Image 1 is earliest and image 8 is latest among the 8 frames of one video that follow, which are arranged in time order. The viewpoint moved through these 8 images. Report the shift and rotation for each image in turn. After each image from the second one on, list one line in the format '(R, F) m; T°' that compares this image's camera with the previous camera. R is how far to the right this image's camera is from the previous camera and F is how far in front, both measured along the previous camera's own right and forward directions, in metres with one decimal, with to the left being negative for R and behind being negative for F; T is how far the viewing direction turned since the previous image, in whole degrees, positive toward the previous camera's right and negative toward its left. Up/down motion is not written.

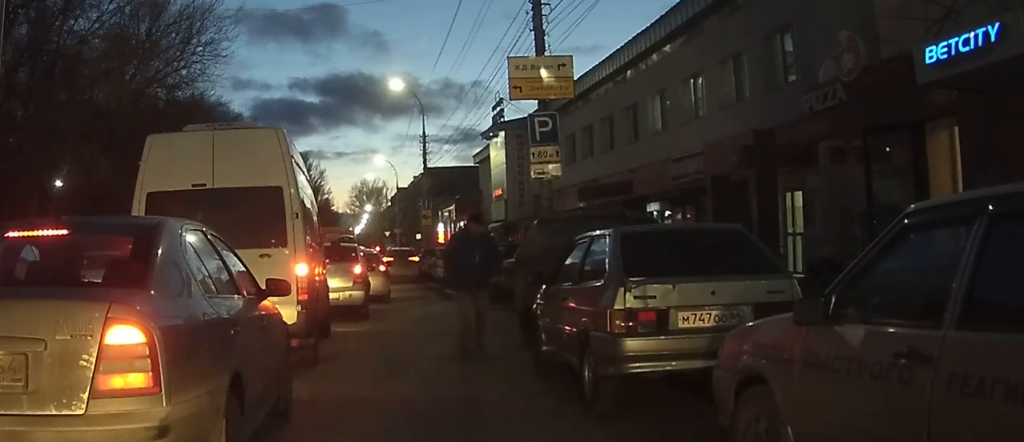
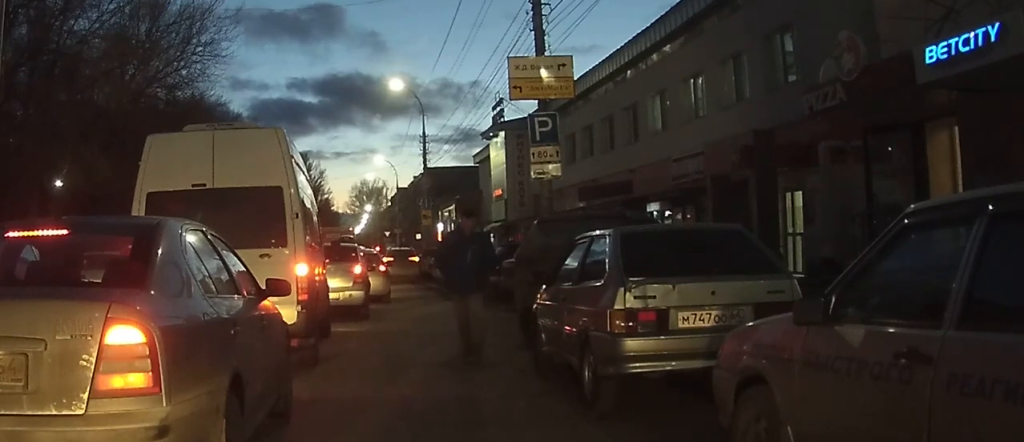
(0.0, +0.1) m; 0°
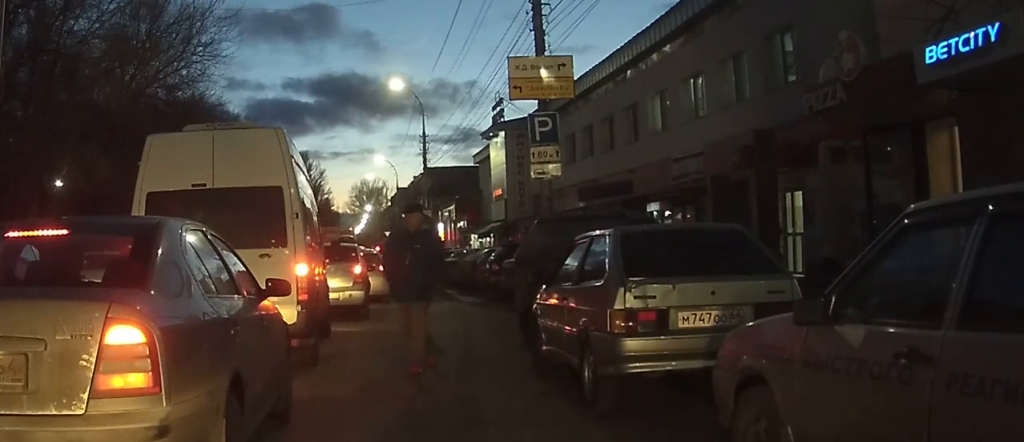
(-0.1, +0.3) m; 0°
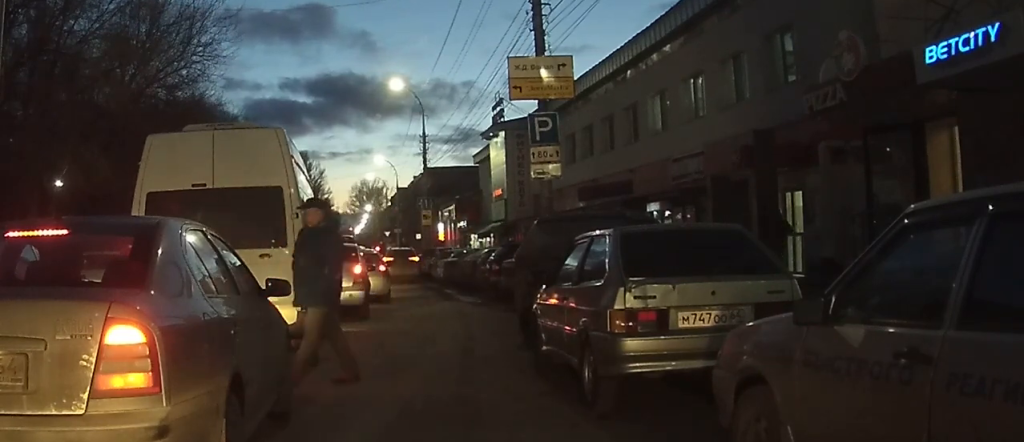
(0.0, +0.2) m; 0°
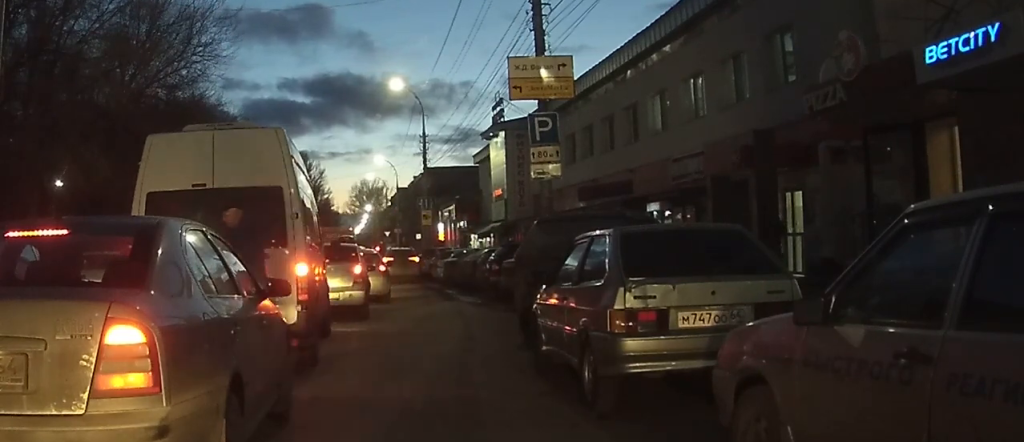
(0.0, +0.1) m; 0°
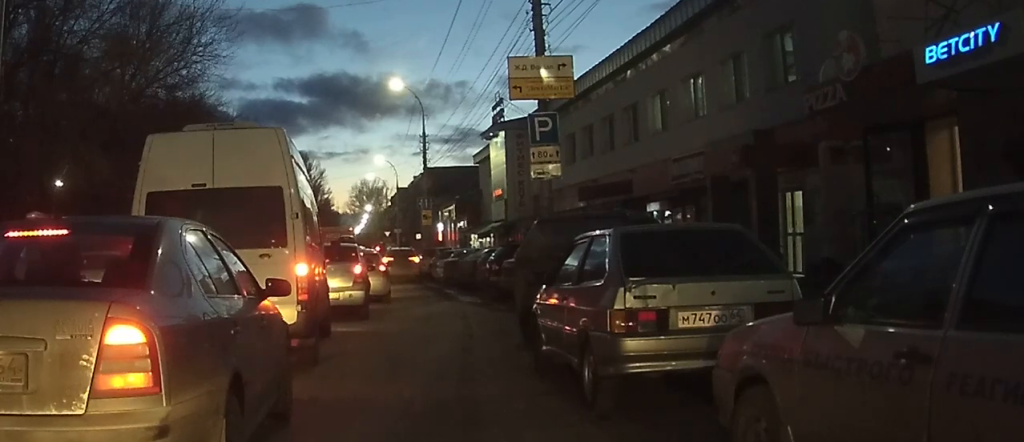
(0.0, 0.0) m; 0°
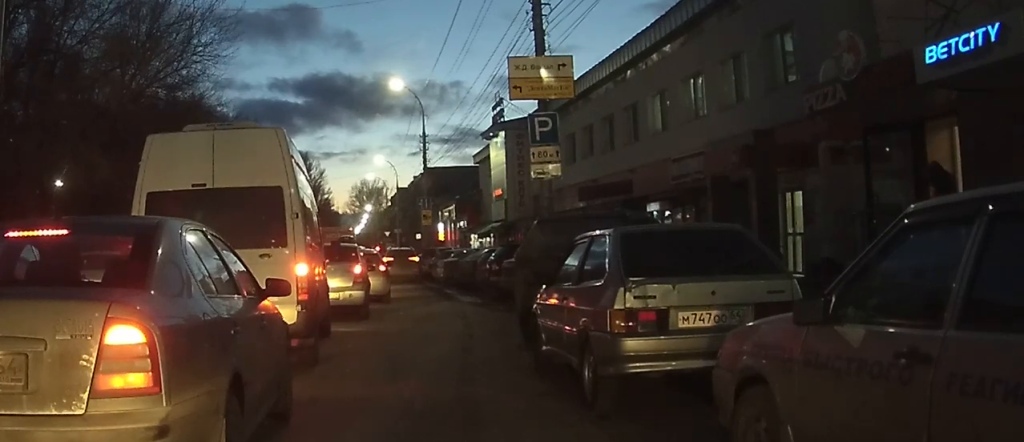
(0.0, -0.1) m; 0°
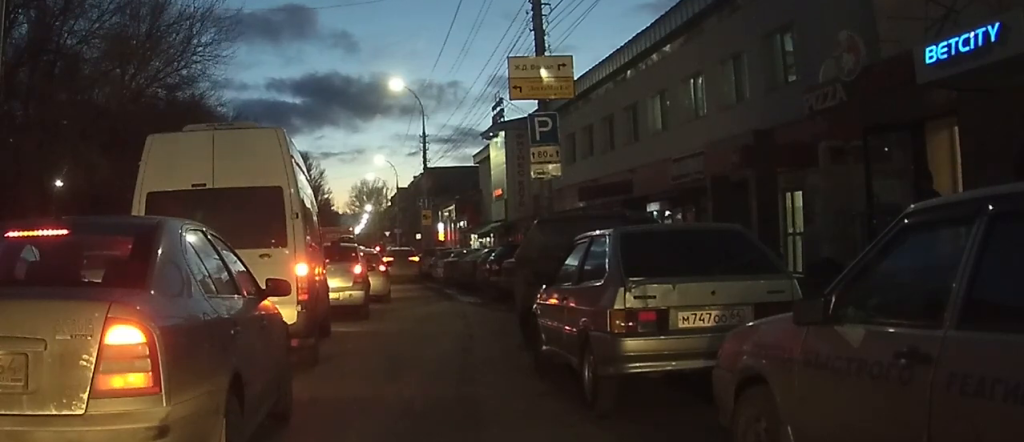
(0.0, 0.0) m; 0°
